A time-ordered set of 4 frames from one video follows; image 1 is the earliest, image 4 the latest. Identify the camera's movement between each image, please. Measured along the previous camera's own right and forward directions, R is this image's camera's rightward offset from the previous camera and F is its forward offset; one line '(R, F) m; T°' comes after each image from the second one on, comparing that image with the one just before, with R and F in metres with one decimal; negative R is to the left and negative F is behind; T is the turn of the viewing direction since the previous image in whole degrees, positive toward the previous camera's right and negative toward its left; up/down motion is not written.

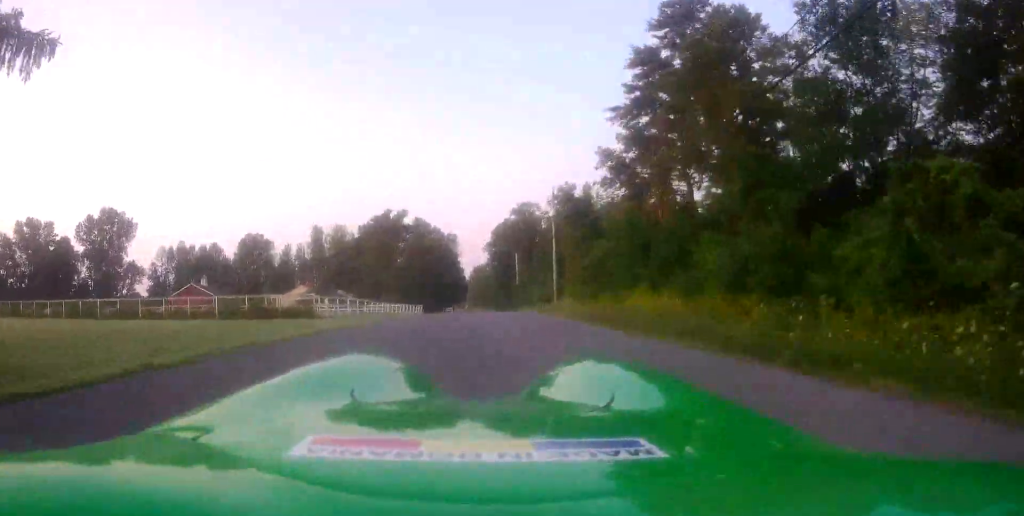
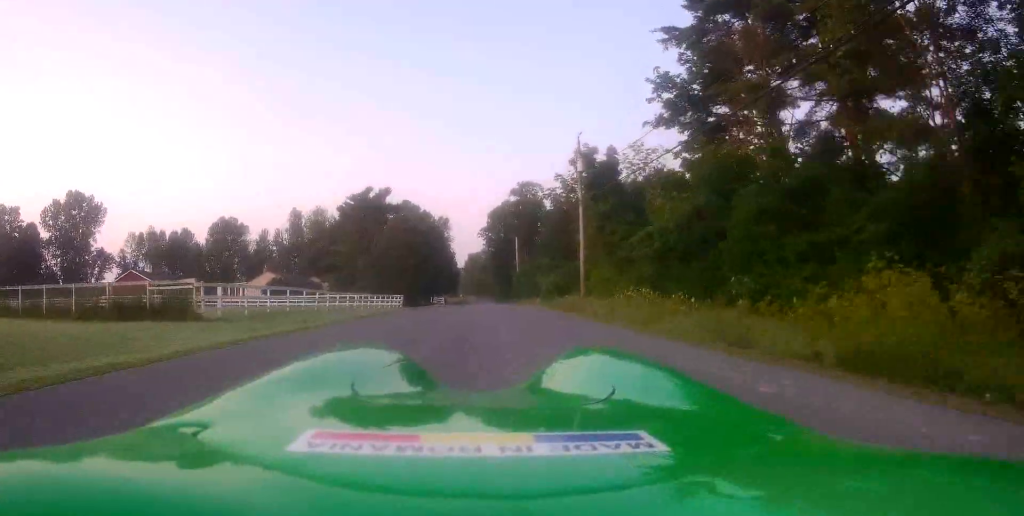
(0.0, +14.8) m; -2°
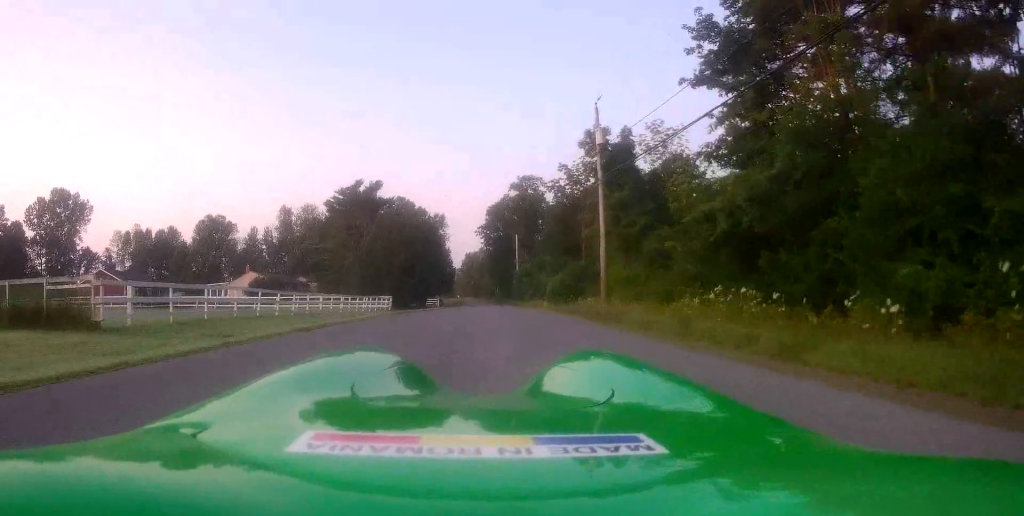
(-0.2, +6.6) m; 0°
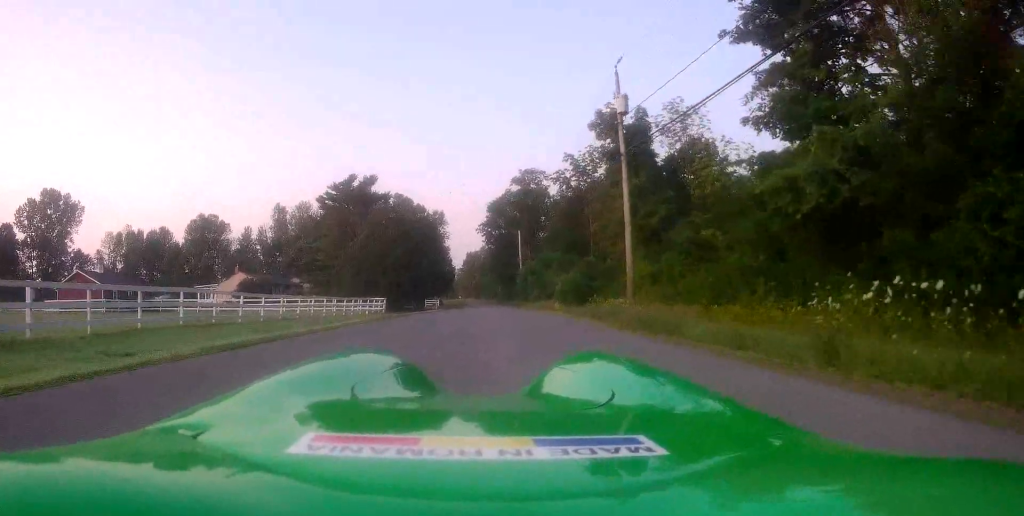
(-0.2, +5.1) m; 0°
